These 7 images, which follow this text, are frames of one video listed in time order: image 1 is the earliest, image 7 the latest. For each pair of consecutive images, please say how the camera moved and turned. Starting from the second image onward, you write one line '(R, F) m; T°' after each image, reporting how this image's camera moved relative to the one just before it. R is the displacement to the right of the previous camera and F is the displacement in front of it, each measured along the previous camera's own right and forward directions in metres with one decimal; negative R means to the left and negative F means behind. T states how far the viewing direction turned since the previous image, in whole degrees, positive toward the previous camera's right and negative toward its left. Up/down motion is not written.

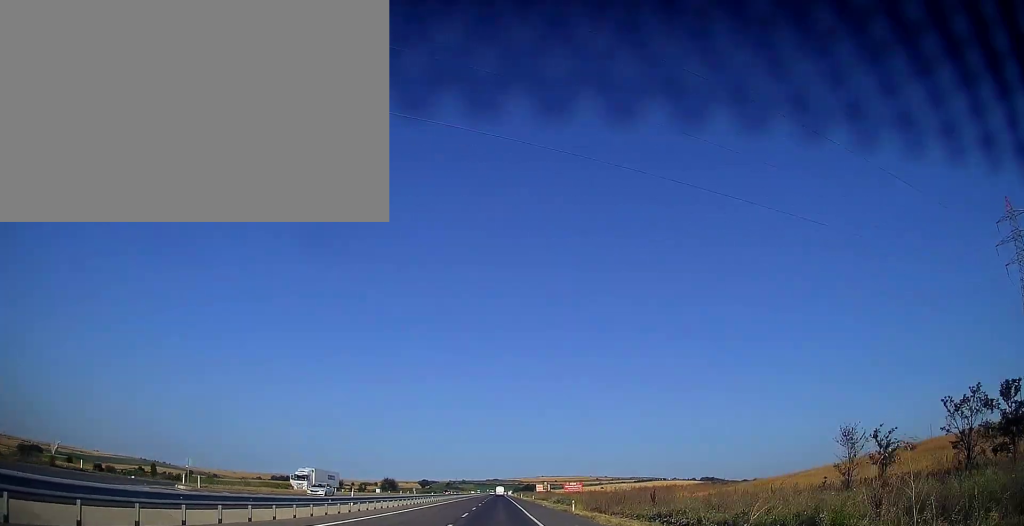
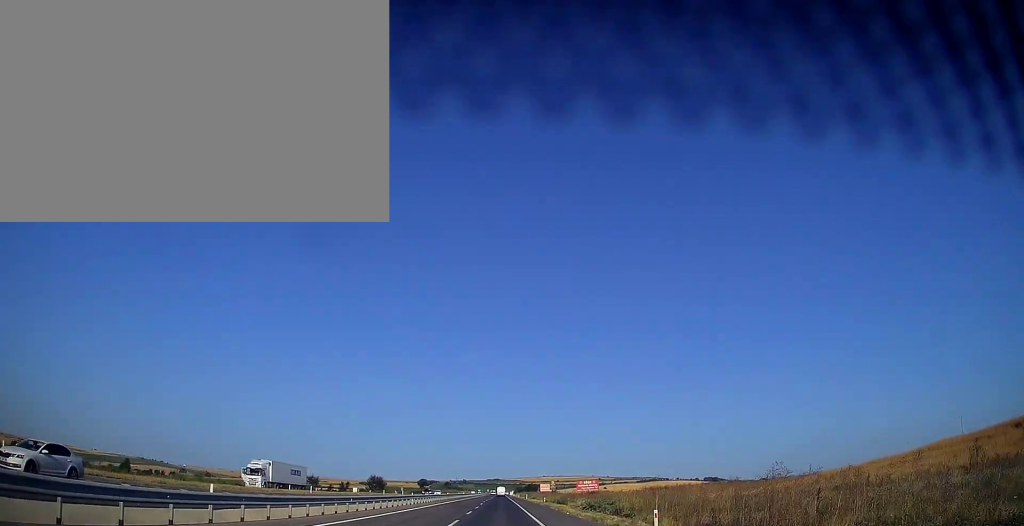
(-0.2, +20.7) m; 0°
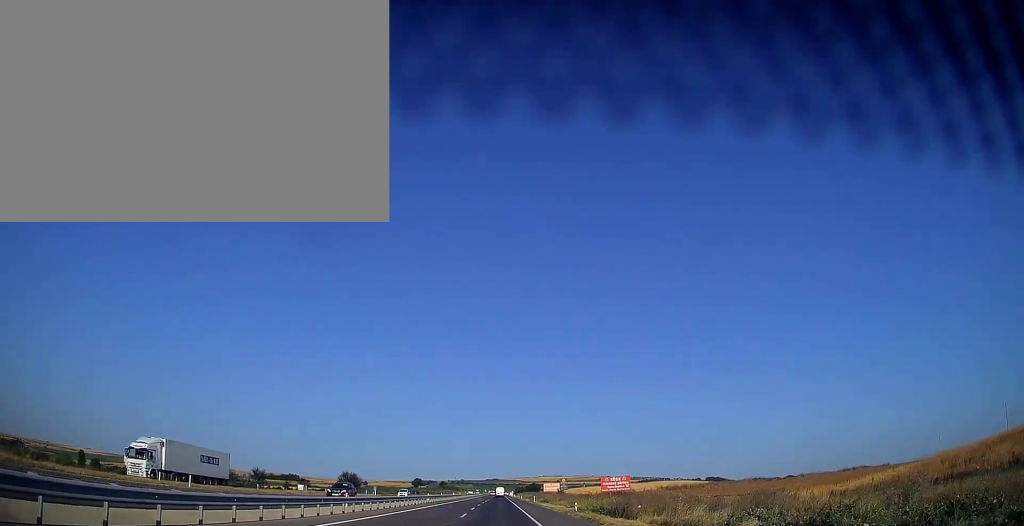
(-0.1, +28.5) m; 0°
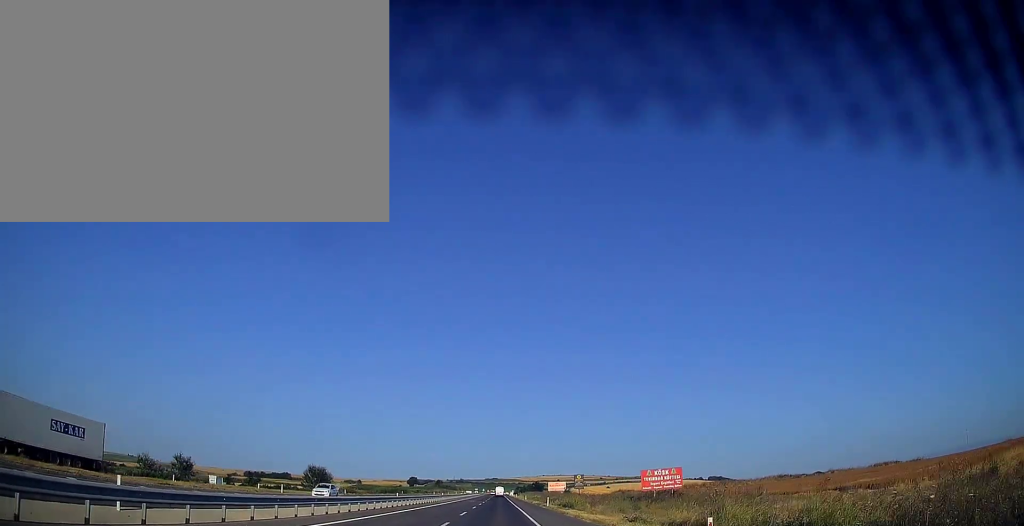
(+0.1, +24.6) m; 0°
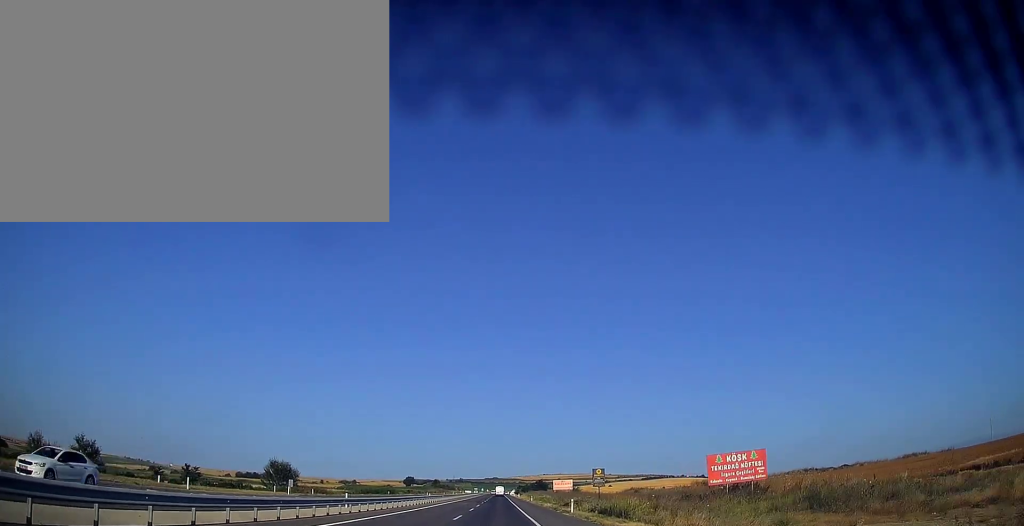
(+0.1, +19.7) m; 0°
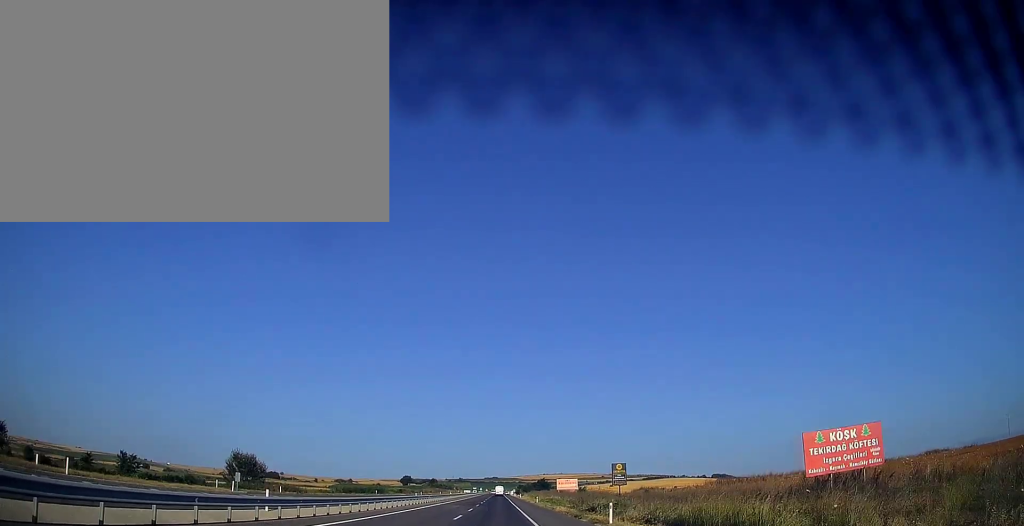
(-0.1, +12.8) m; 0°
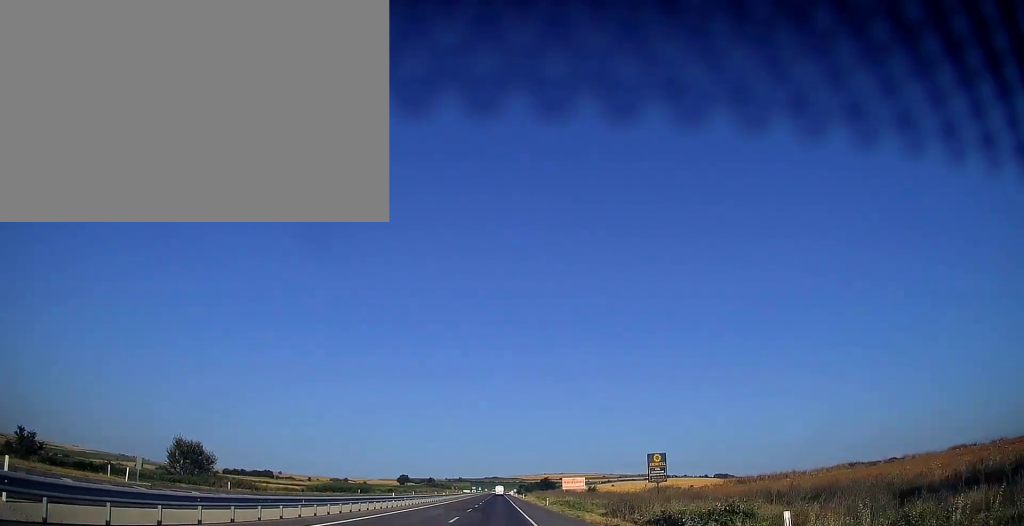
(-0.1, +16.7) m; 0°
